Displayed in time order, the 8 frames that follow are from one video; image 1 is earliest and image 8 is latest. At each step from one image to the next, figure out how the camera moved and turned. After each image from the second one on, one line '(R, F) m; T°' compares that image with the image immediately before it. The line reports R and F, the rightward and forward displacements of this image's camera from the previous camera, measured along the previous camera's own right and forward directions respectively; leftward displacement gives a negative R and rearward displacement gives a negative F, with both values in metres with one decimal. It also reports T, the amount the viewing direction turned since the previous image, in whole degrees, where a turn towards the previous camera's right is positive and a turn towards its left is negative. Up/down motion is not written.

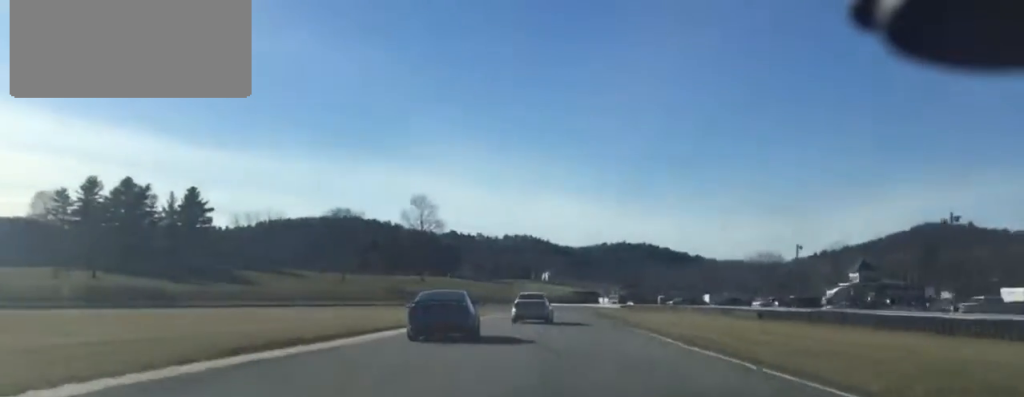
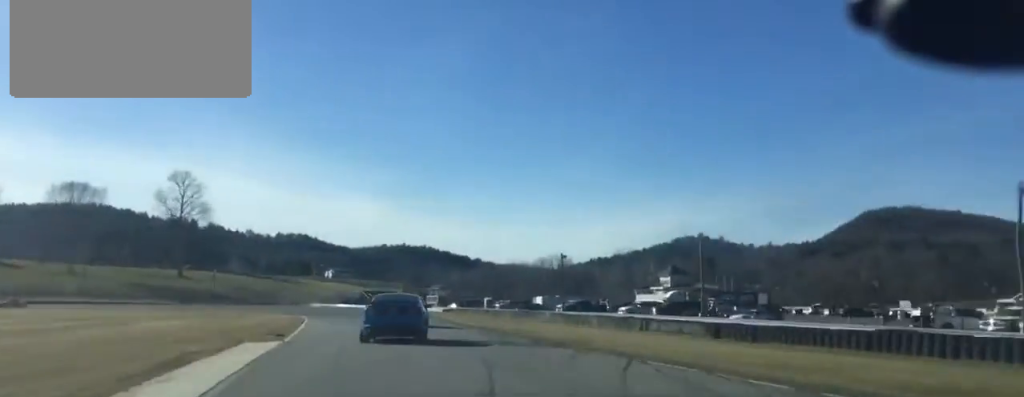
(+3.0, +31.2) m; +10°
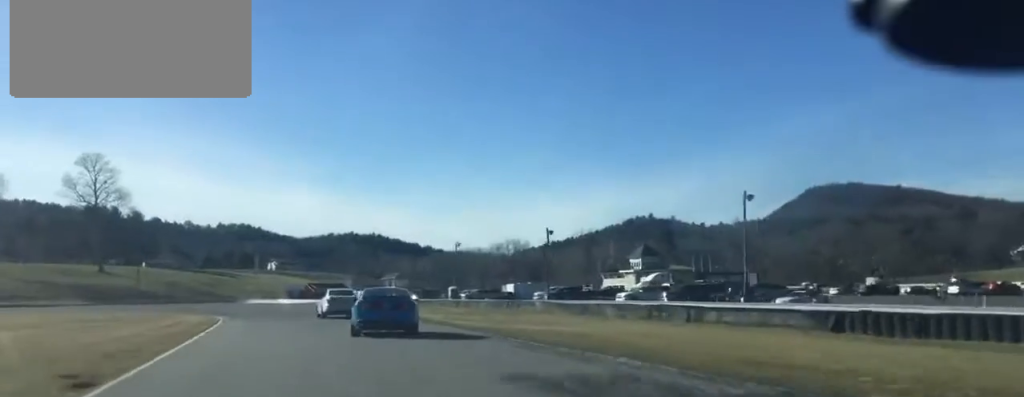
(+0.9, +16.4) m; +4°
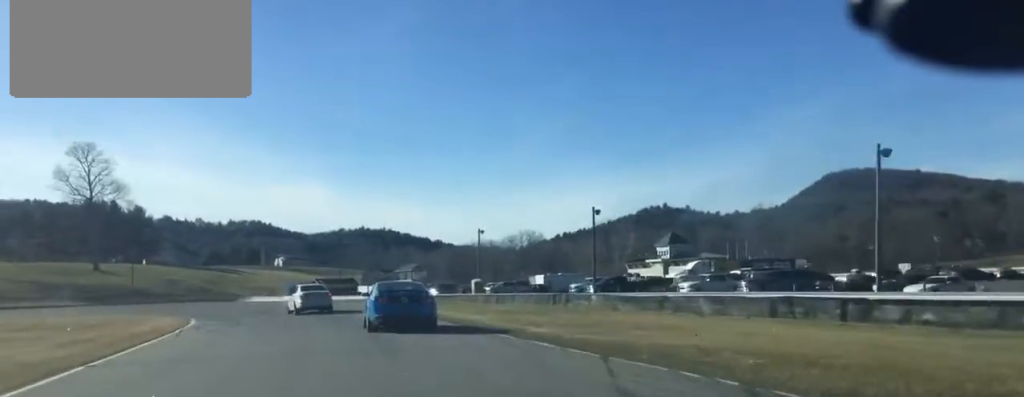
(+0.1, +12.8) m; -1°
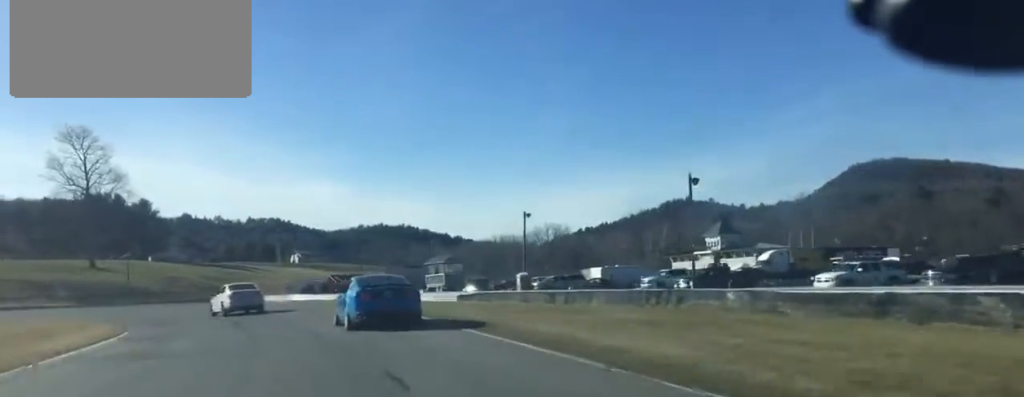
(+0.1, +17.1) m; -2°
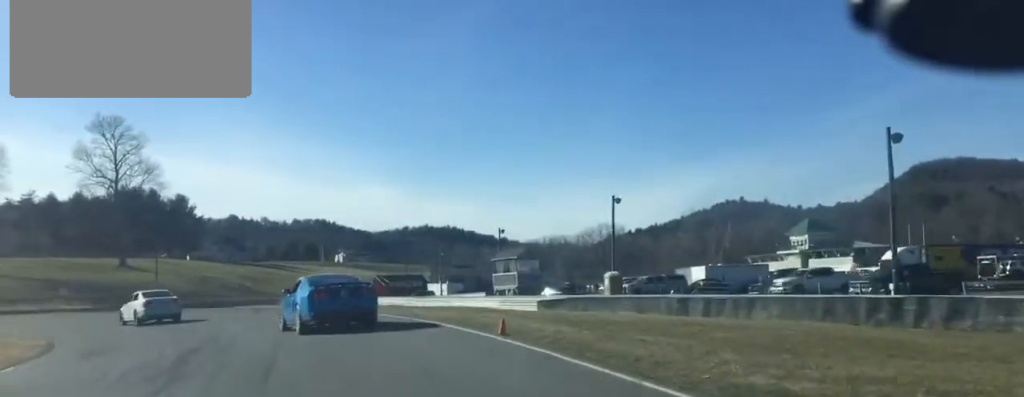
(-0.2, +15.6) m; -4°
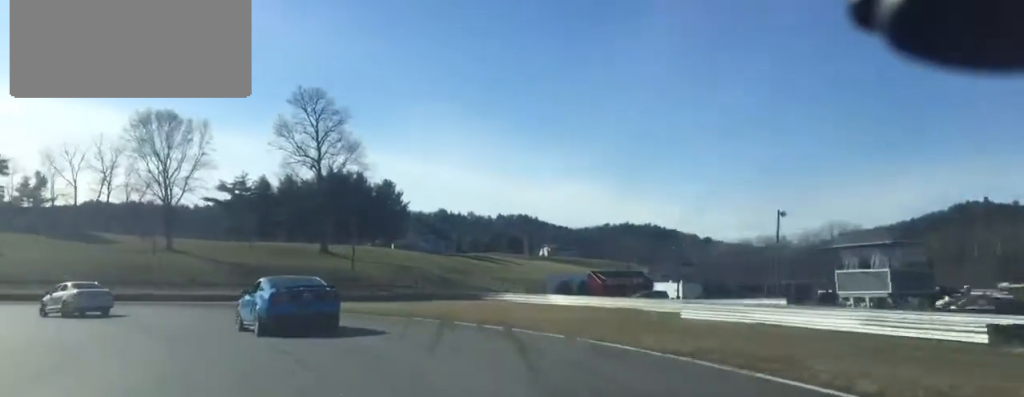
(-2.1, +24.7) m; -12°
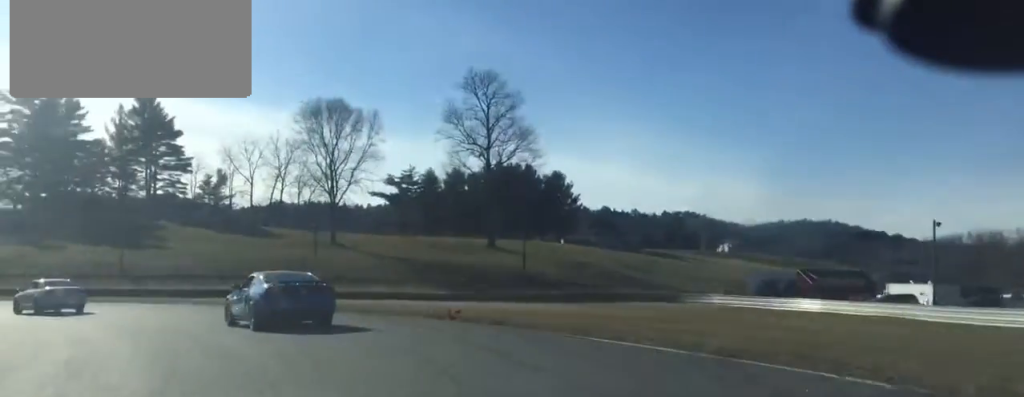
(-1.3, +14.9) m; -11°
